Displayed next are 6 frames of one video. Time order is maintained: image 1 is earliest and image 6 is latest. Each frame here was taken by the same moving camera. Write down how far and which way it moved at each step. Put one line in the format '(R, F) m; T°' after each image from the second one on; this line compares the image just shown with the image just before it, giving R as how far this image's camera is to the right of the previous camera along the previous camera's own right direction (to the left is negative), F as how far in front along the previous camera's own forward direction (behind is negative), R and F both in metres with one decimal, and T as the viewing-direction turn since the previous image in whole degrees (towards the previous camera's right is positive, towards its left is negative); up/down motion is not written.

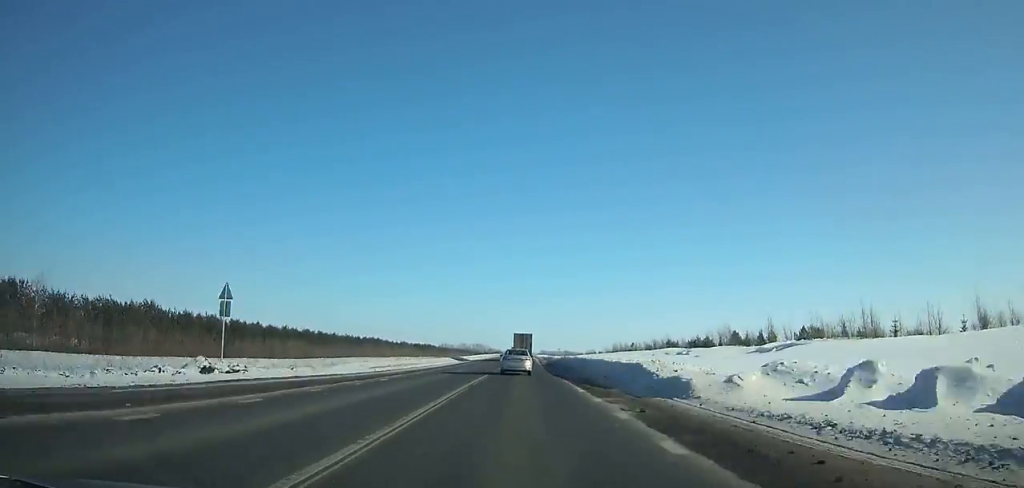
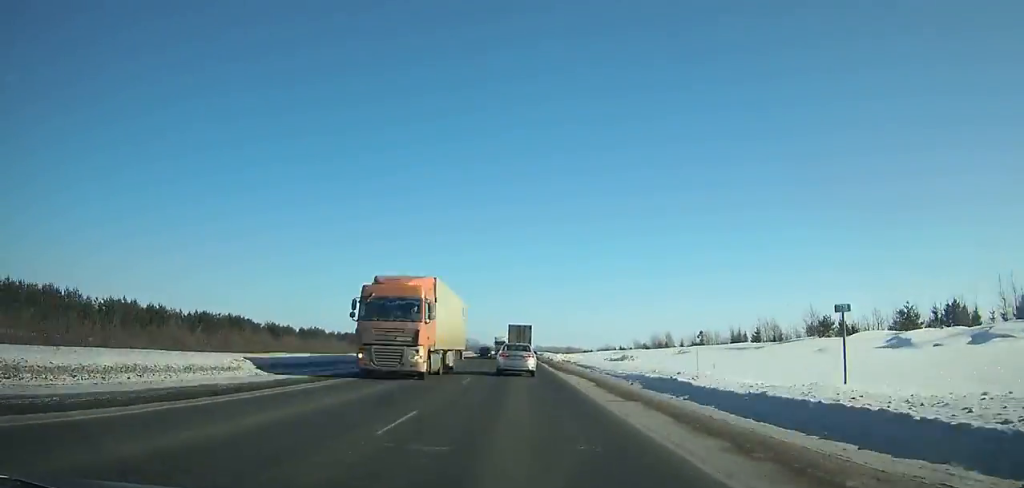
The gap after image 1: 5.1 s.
(+0.2, +123.9) m; 0°
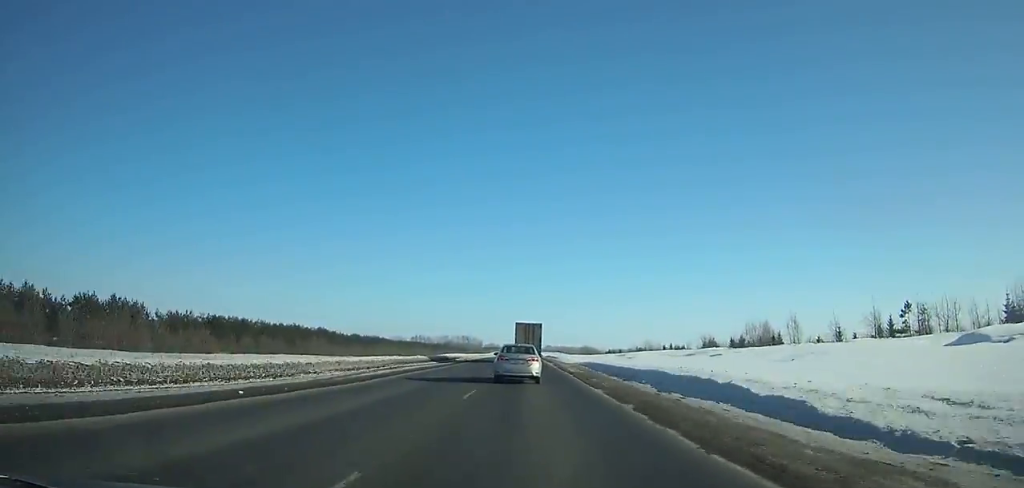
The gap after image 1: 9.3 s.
(-0.3, +99.6) m; 0°
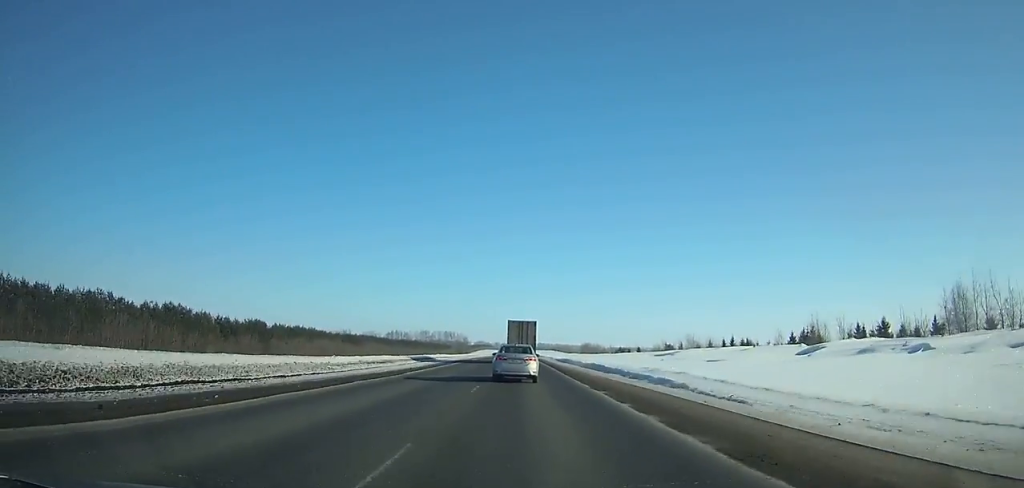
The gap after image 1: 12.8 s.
(+0.2, +81.5) m; 0°
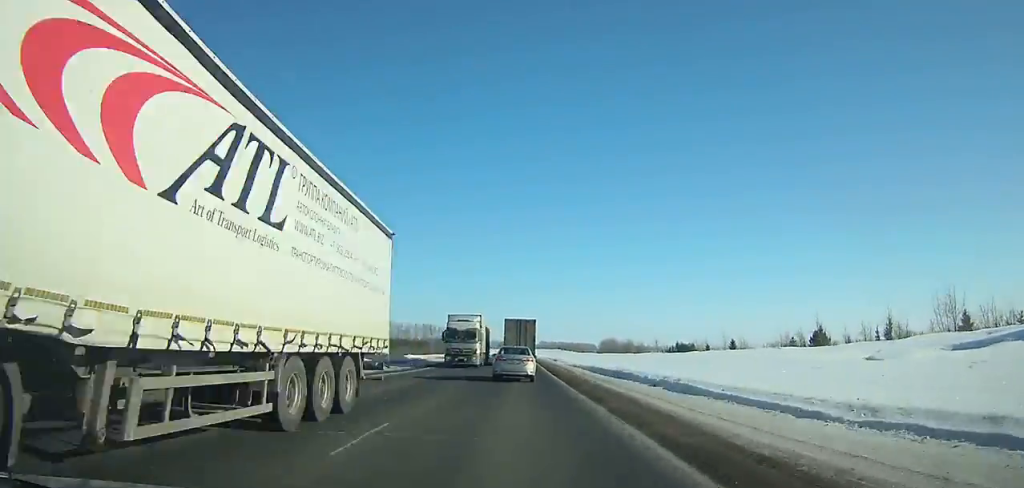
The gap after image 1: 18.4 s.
(+0.5, +129.0) m; 0°
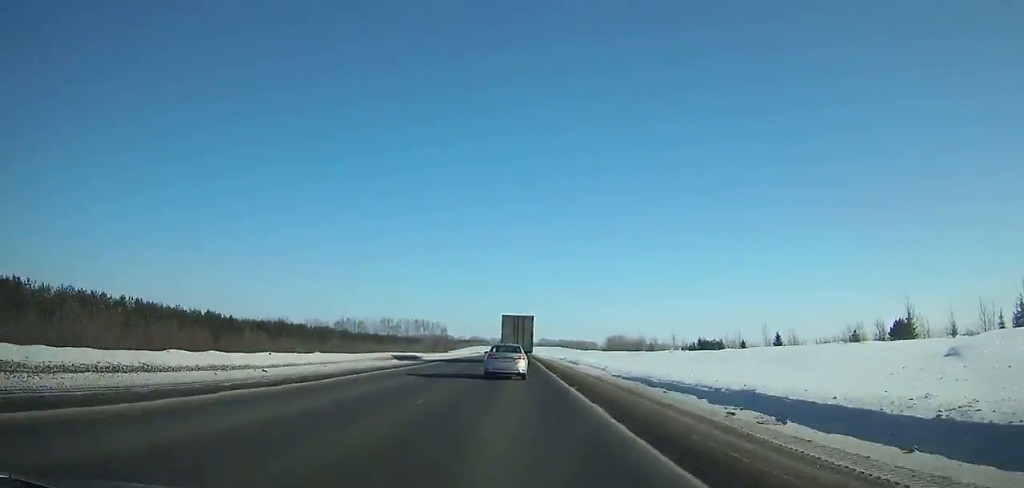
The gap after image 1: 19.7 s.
(0.0, +29.9) m; 0°
